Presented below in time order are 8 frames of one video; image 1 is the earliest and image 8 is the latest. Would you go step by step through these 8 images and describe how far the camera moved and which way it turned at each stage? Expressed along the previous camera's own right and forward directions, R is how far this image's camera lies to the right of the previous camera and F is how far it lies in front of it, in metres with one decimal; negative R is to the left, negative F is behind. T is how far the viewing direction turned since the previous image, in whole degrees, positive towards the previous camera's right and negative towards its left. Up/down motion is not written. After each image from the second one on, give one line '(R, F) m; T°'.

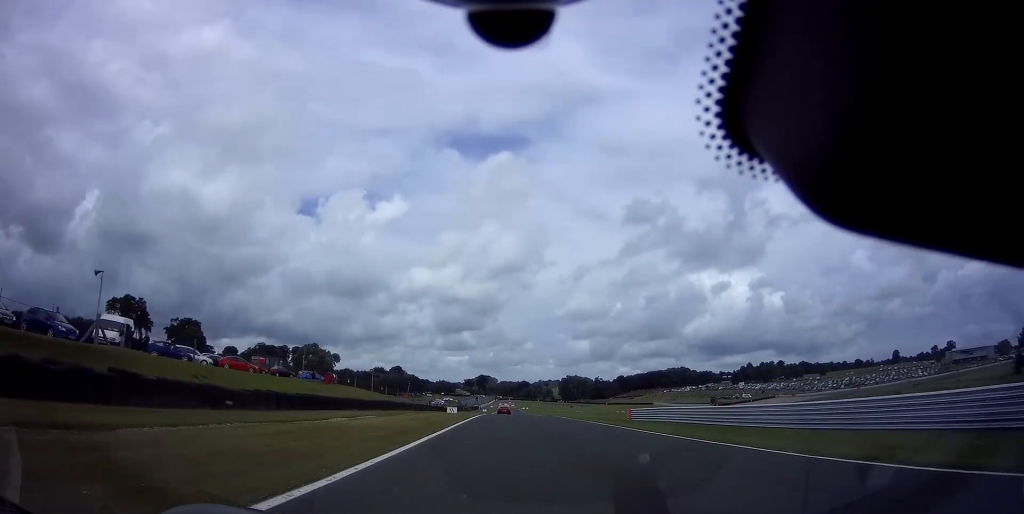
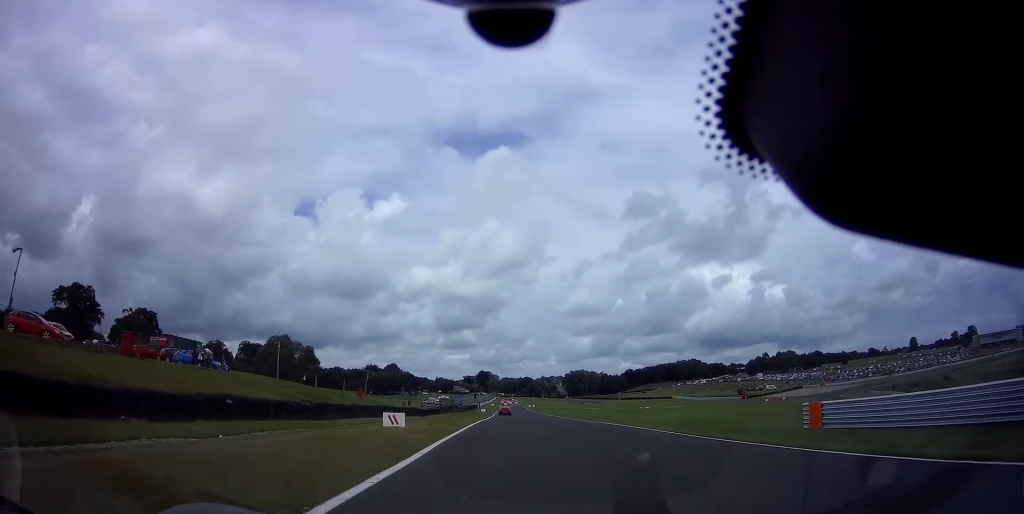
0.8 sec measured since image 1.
(0.0, +28.7) m; 0°
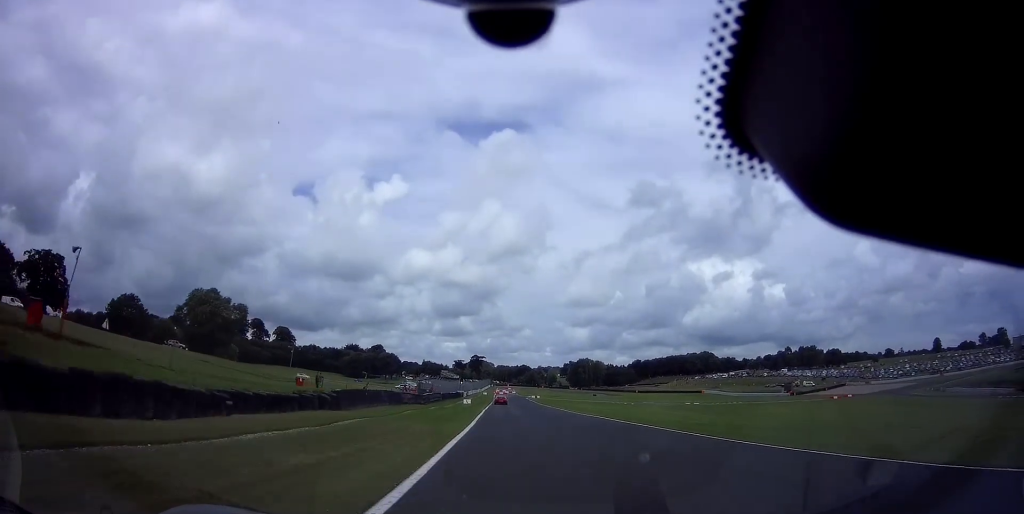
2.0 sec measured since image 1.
(+0.1, +43.7) m; 0°
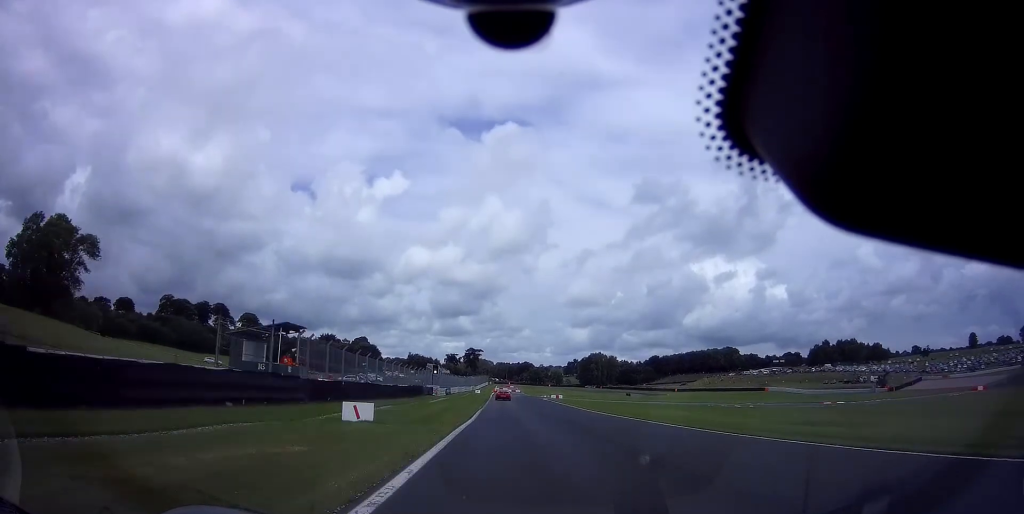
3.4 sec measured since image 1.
(0.0, +52.0) m; 0°
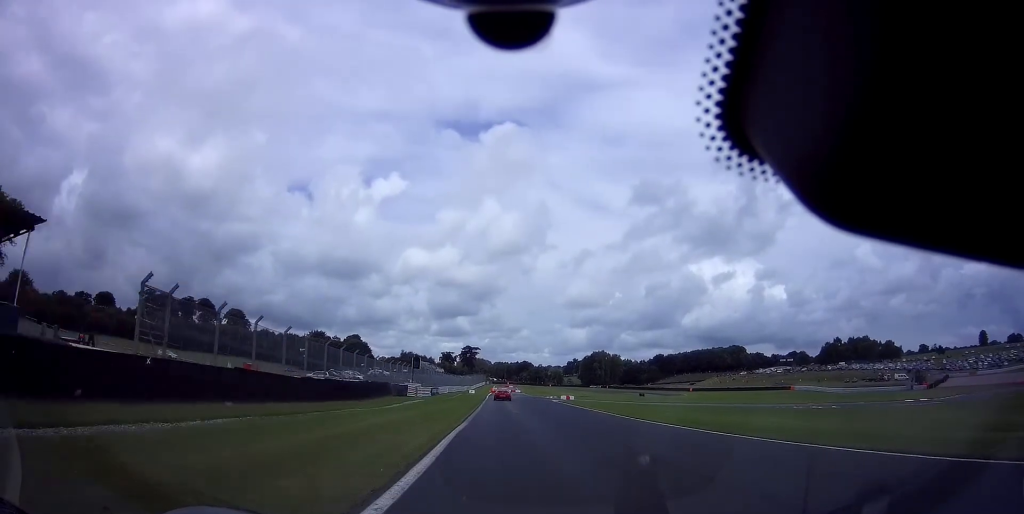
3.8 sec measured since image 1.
(0.0, +16.5) m; 0°
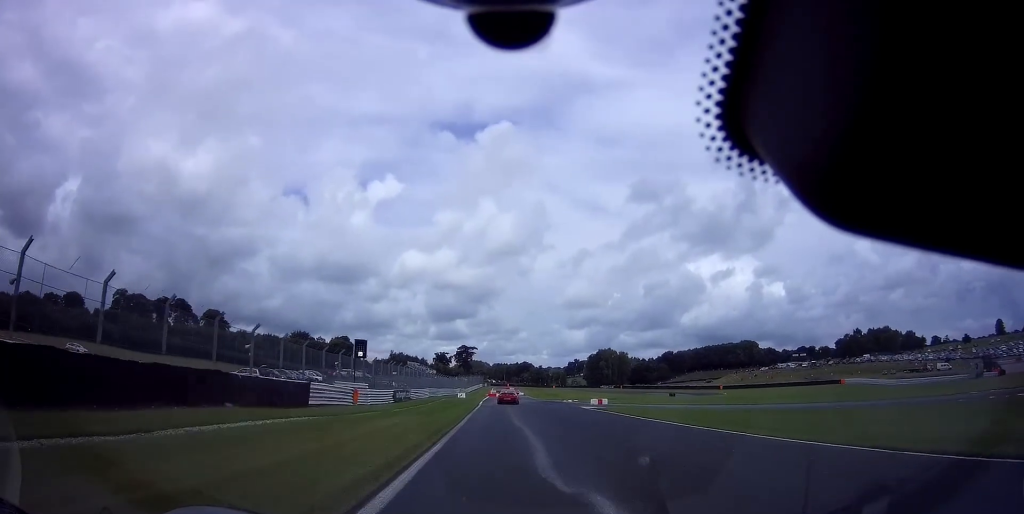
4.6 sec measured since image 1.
(+0.1, +23.7) m; 0°
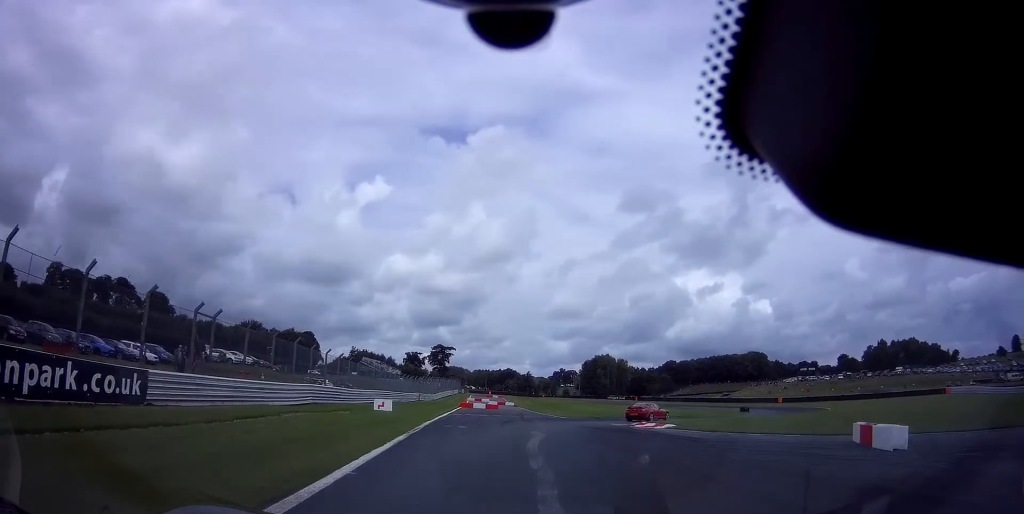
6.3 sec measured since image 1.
(+0.9, +40.6) m; +7°
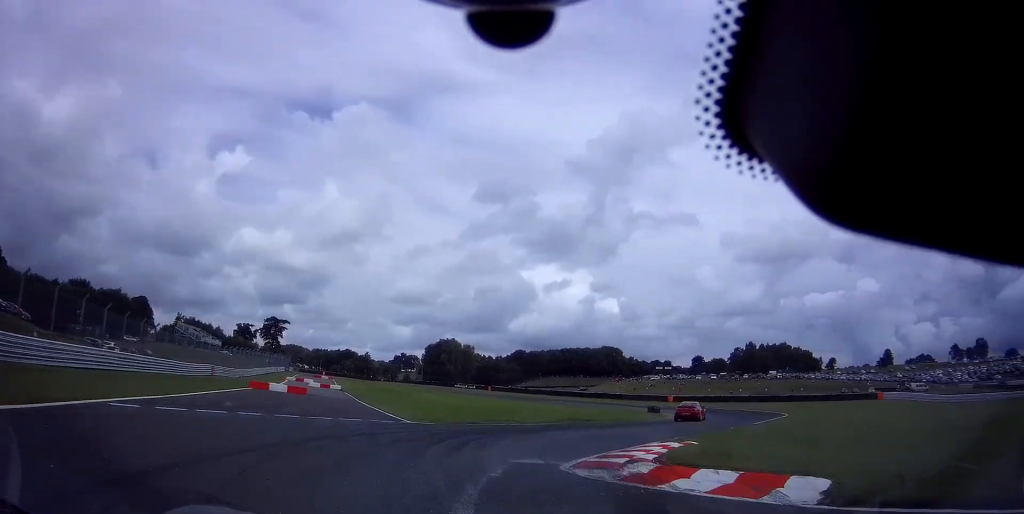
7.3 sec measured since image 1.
(+1.9, +19.7) m; +15°
